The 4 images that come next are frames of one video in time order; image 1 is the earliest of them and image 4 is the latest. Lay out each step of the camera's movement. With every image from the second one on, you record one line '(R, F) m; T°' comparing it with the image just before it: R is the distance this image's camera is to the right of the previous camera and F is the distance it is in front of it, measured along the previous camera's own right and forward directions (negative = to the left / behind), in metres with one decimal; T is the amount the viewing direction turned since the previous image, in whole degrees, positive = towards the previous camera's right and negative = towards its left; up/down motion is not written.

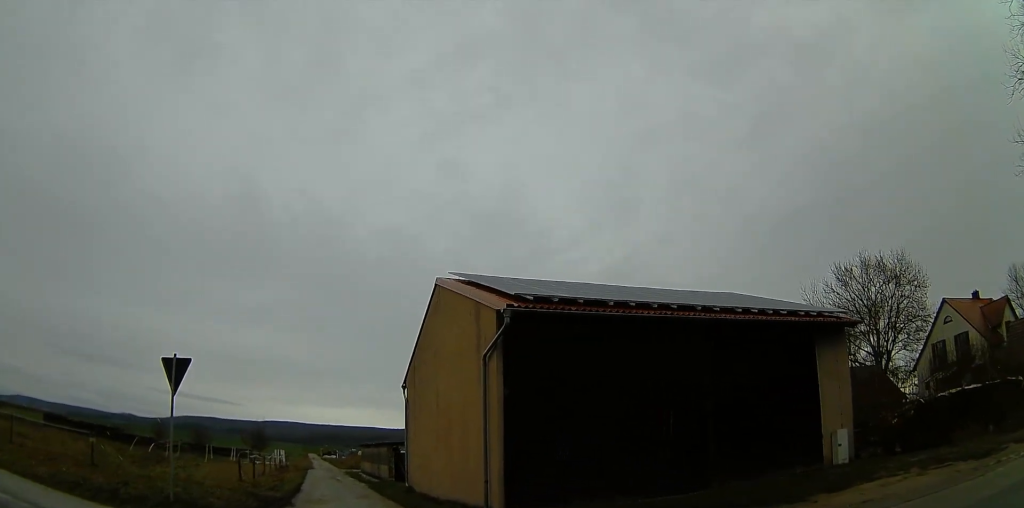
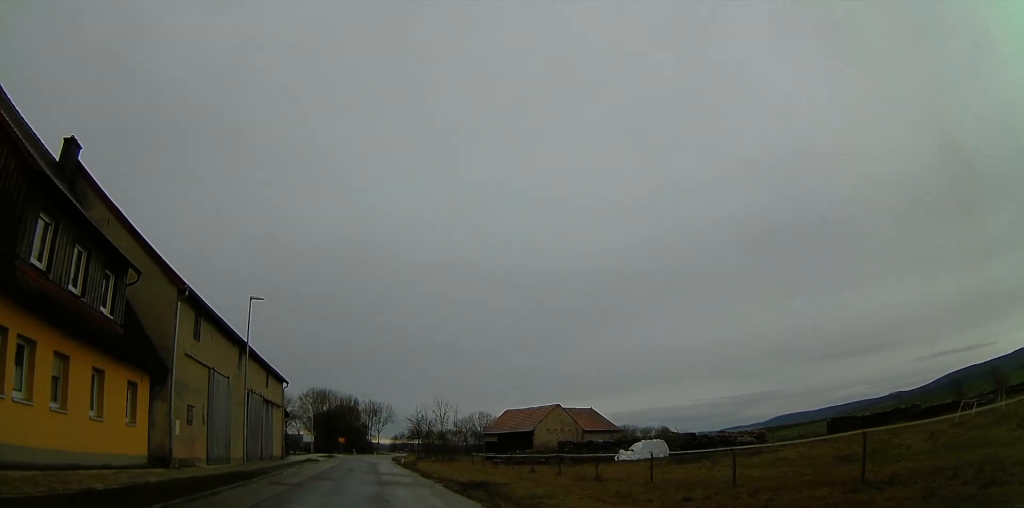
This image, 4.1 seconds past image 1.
(-4.8, +8.0) m; -52°
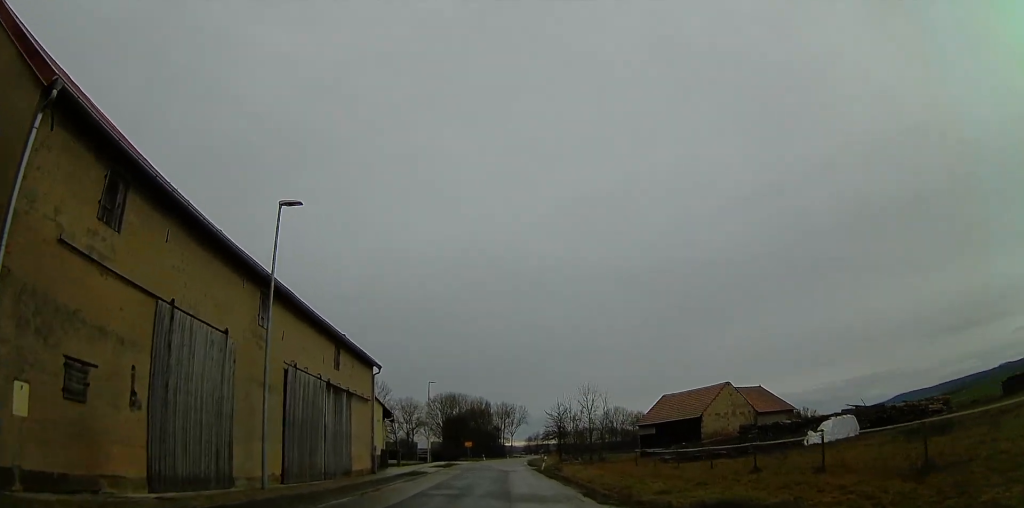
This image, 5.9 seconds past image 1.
(-1.0, +12.0) m; -9°
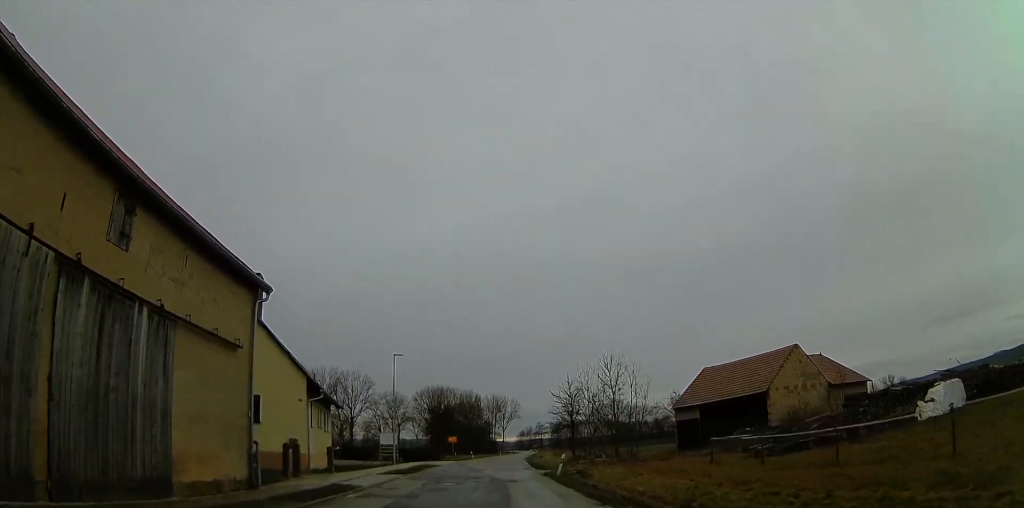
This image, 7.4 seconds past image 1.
(+0.2, +15.1) m; -3°
